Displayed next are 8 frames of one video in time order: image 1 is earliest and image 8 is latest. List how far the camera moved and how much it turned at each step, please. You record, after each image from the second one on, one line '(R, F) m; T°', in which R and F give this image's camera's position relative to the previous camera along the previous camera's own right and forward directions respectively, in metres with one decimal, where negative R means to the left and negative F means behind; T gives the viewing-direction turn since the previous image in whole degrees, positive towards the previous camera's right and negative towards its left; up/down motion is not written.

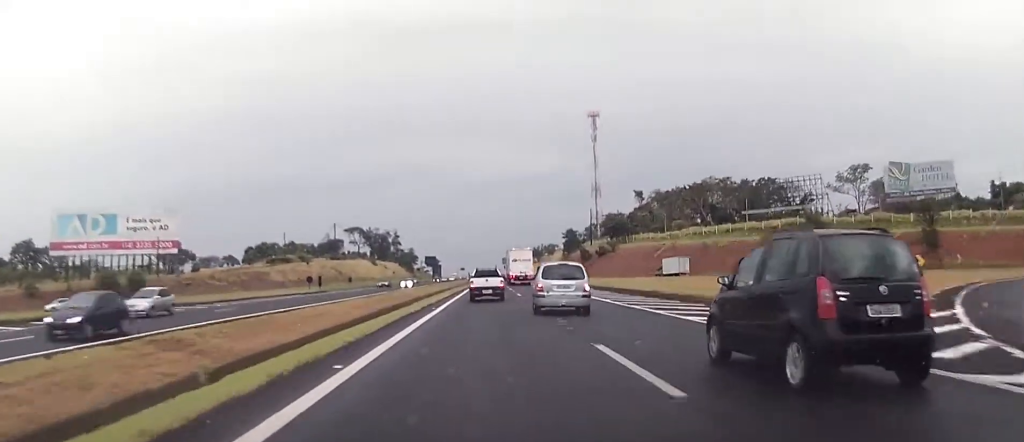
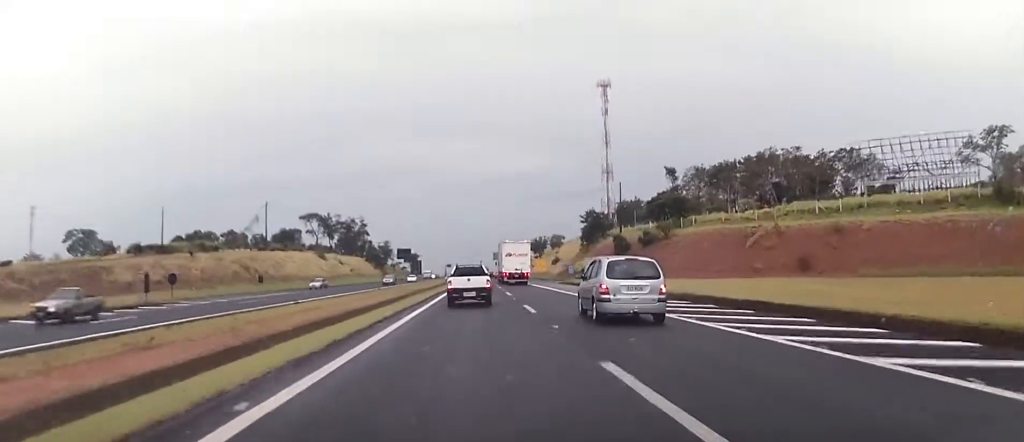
(+0.8, +51.0) m; +2°
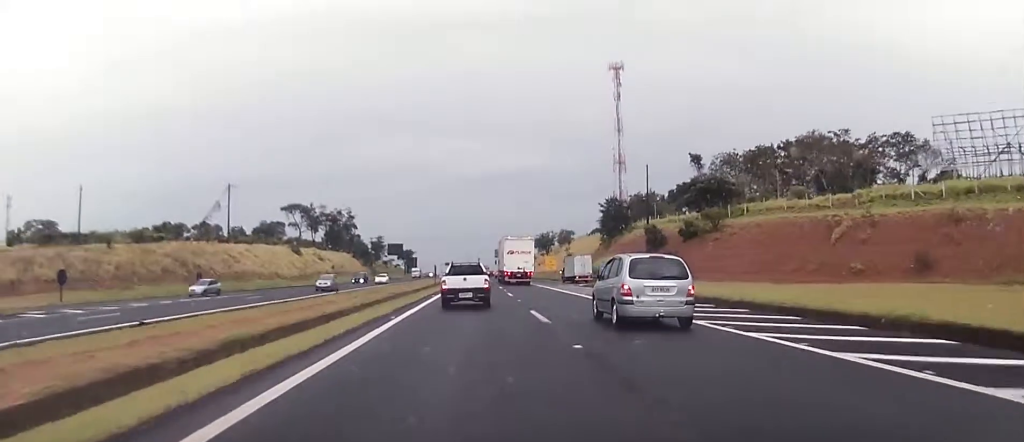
(0.0, +20.4) m; 0°
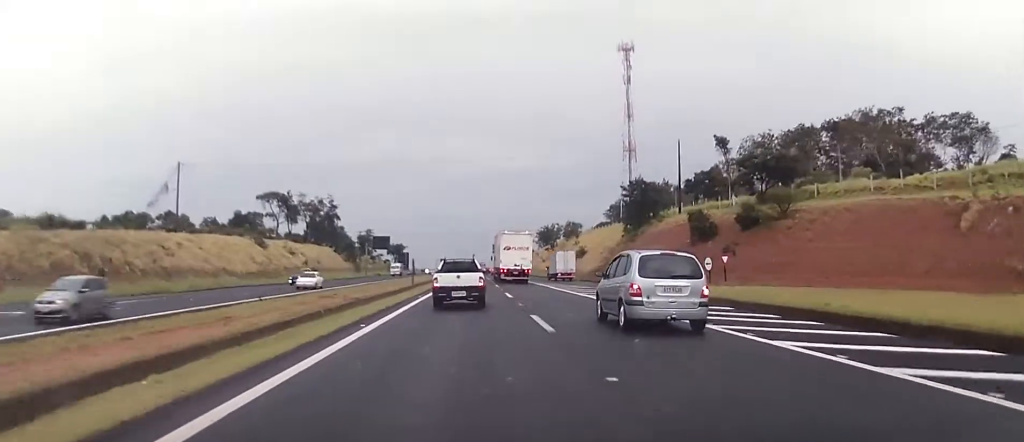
(-0.1, +18.9) m; 0°
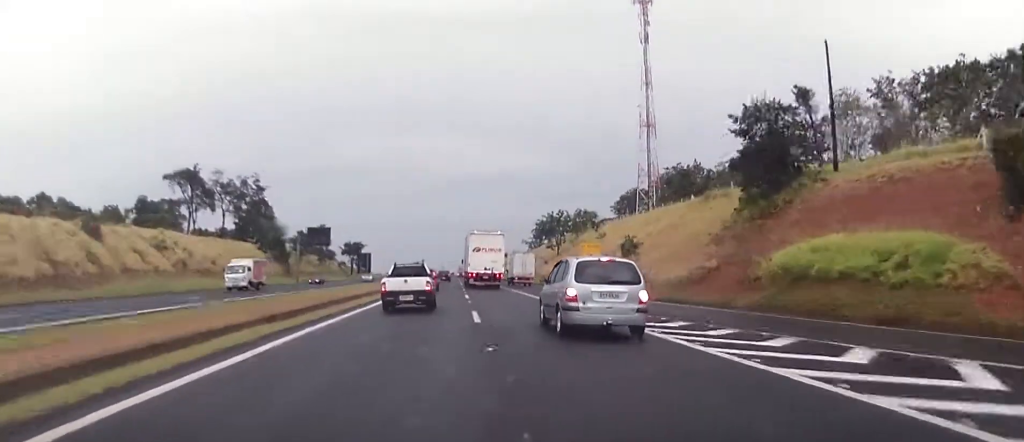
(+0.4, +44.6) m; +1°
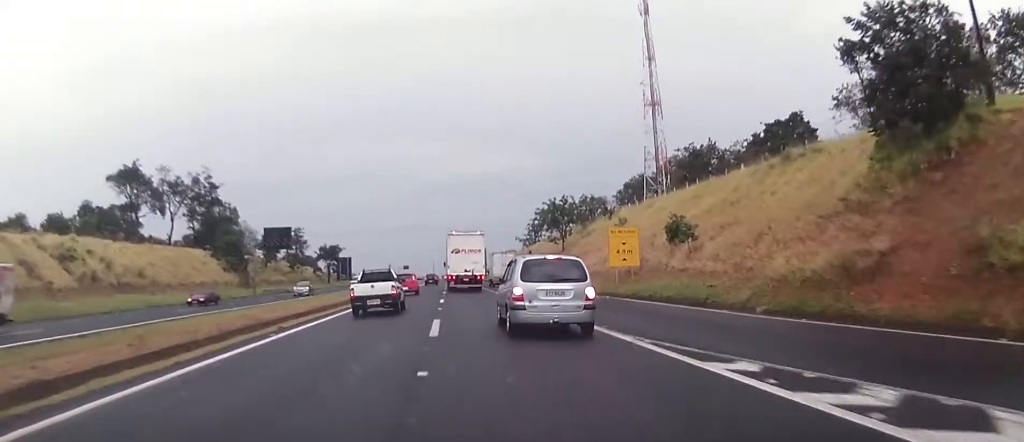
(+0.1, +17.7) m; +1°
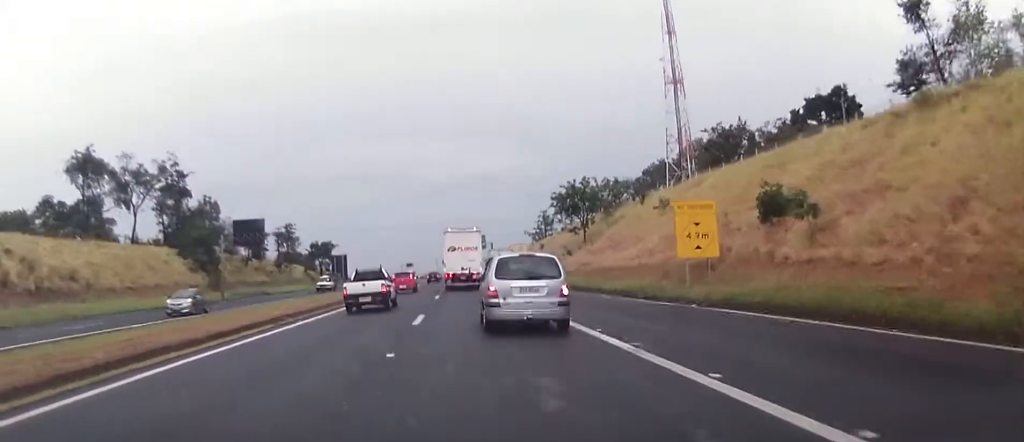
(+0.3, +14.0) m; 0°
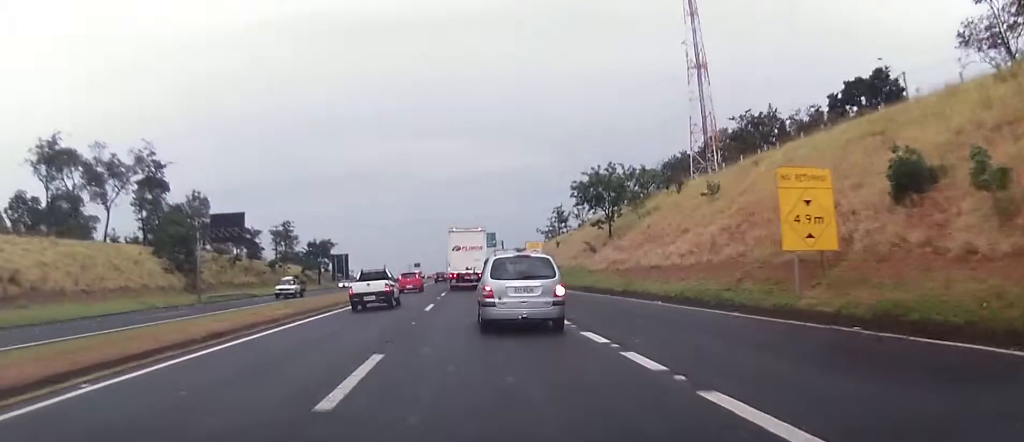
(-0.2, +9.7) m; 0°
